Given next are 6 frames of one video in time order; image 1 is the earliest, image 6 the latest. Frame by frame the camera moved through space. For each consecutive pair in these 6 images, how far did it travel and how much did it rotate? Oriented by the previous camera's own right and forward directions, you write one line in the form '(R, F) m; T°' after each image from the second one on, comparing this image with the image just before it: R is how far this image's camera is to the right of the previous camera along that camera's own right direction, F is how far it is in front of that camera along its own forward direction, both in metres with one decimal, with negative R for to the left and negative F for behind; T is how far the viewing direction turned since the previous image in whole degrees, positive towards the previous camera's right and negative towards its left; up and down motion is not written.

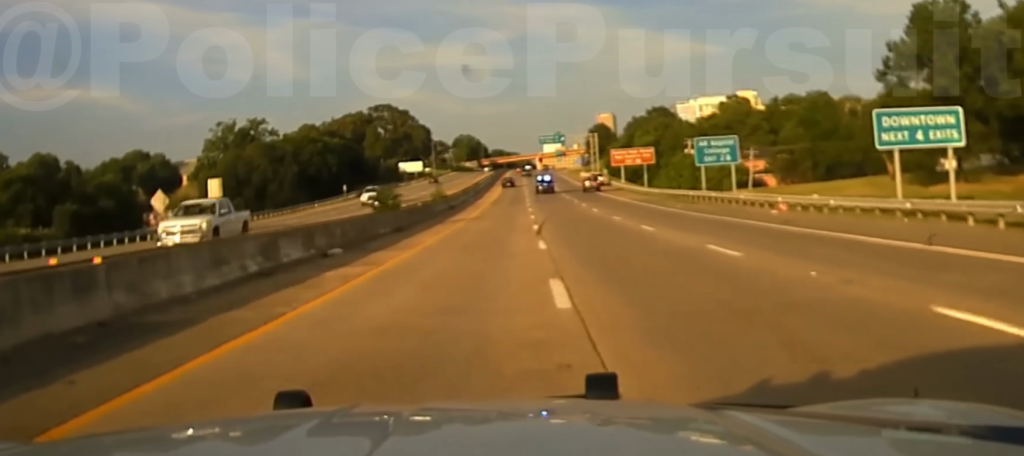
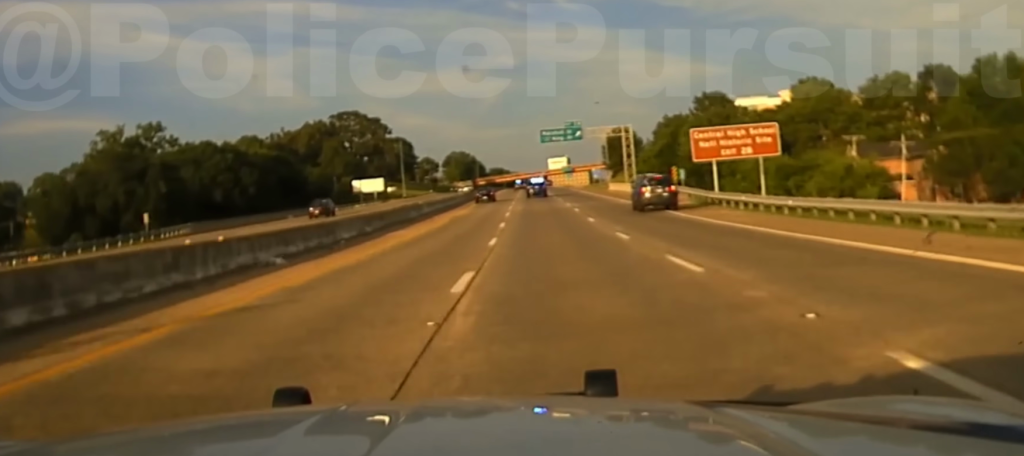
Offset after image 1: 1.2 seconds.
(-0.5, +66.2) m; -1°
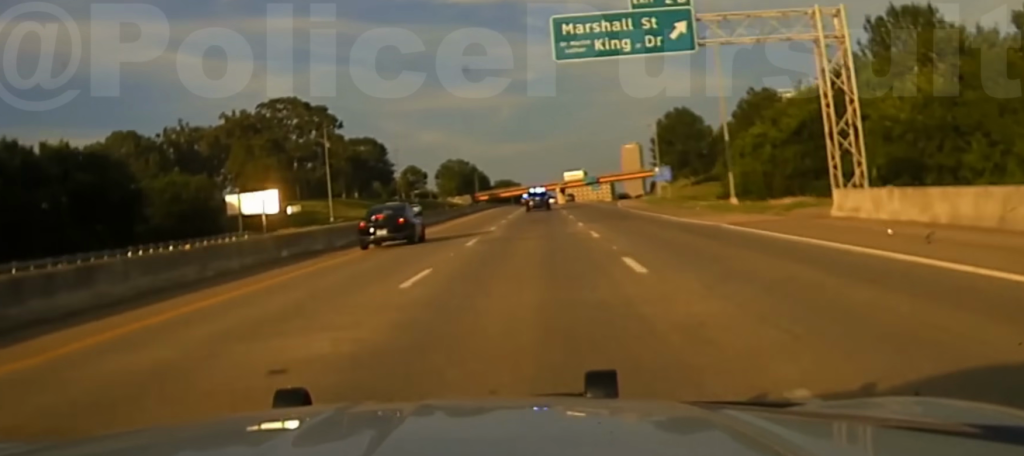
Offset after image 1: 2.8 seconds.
(-0.9, +86.3) m; -1°
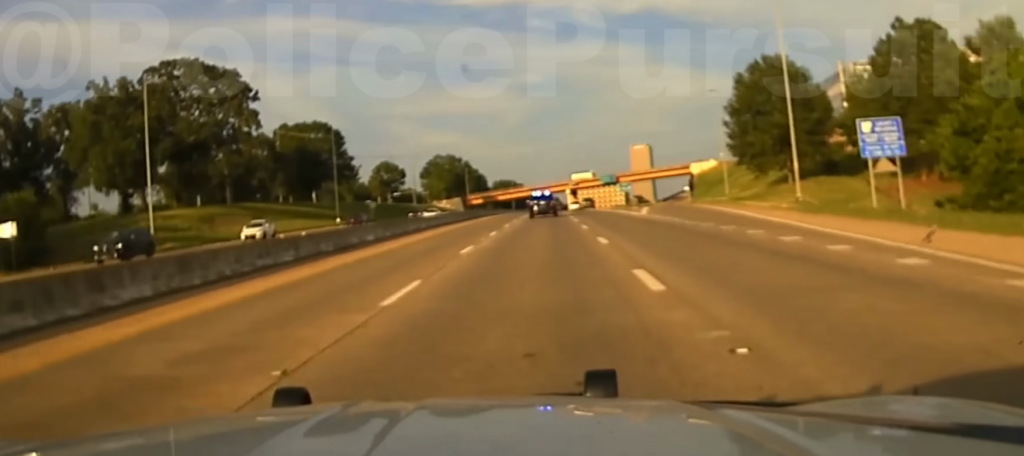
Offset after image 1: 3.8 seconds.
(-0.1, +63.7) m; 0°
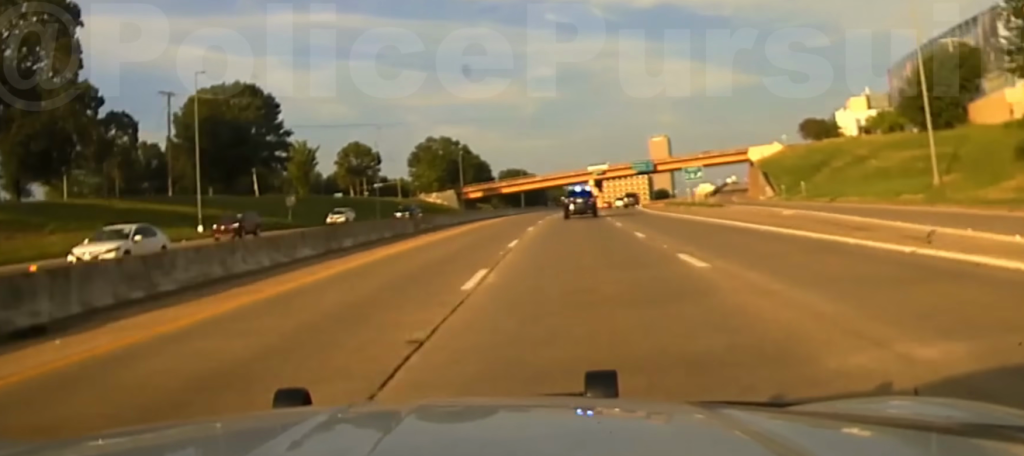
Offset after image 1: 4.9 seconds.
(0.0, +61.7) m; +2°
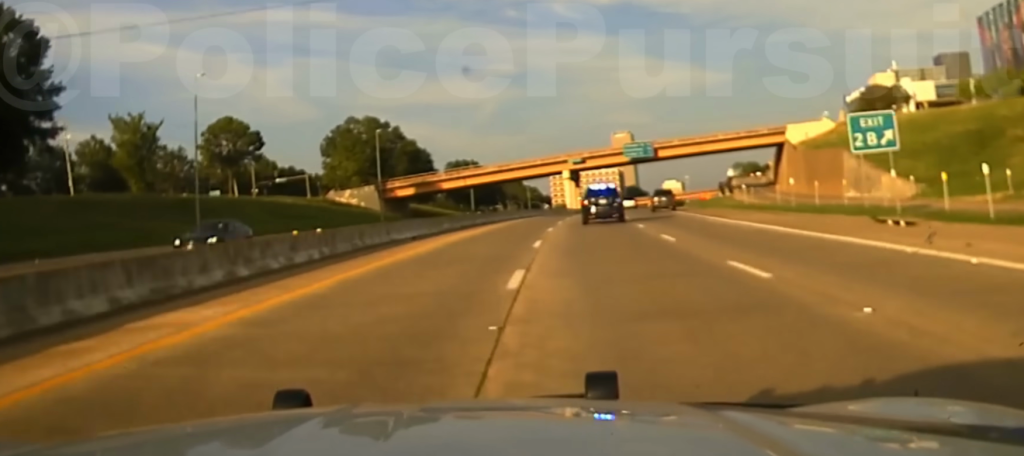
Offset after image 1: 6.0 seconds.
(+2.2, +61.6) m; +4°
